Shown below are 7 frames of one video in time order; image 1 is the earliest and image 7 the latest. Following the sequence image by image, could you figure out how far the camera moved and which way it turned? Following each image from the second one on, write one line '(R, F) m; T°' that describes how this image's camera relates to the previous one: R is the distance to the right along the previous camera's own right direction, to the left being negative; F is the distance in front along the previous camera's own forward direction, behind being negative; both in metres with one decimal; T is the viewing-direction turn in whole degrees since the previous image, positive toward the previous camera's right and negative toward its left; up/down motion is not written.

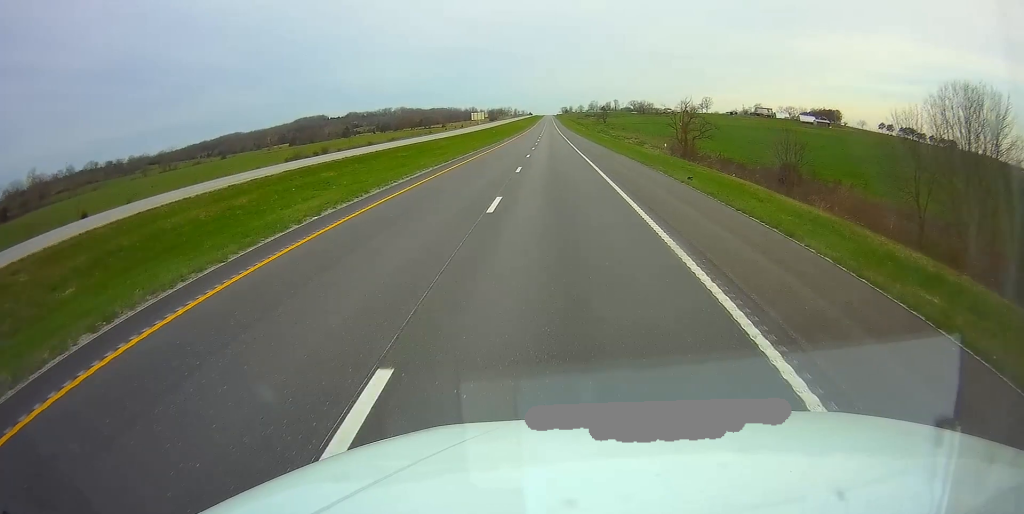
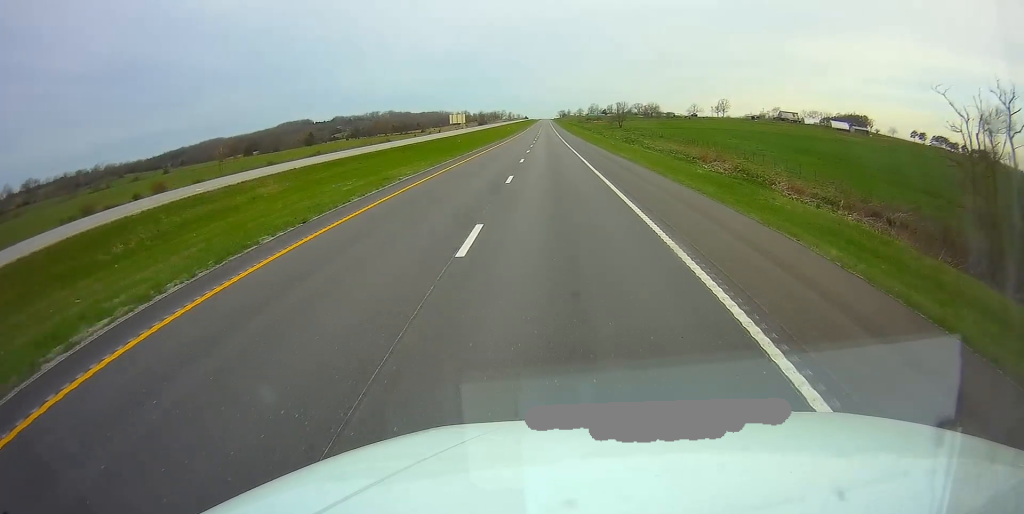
(+0.1, +65.0) m; 0°
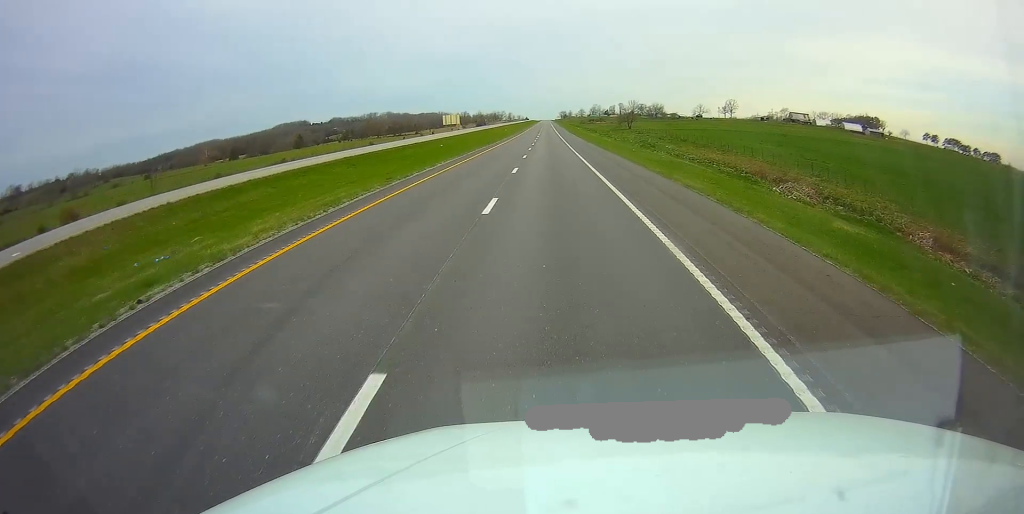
(0.0, +19.5) m; 0°
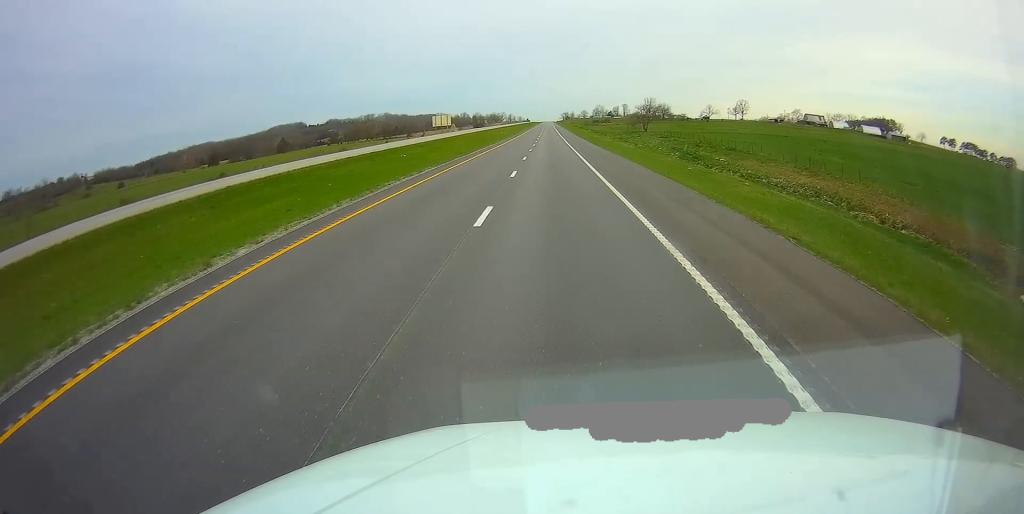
(-0.2, +25.7) m; 0°
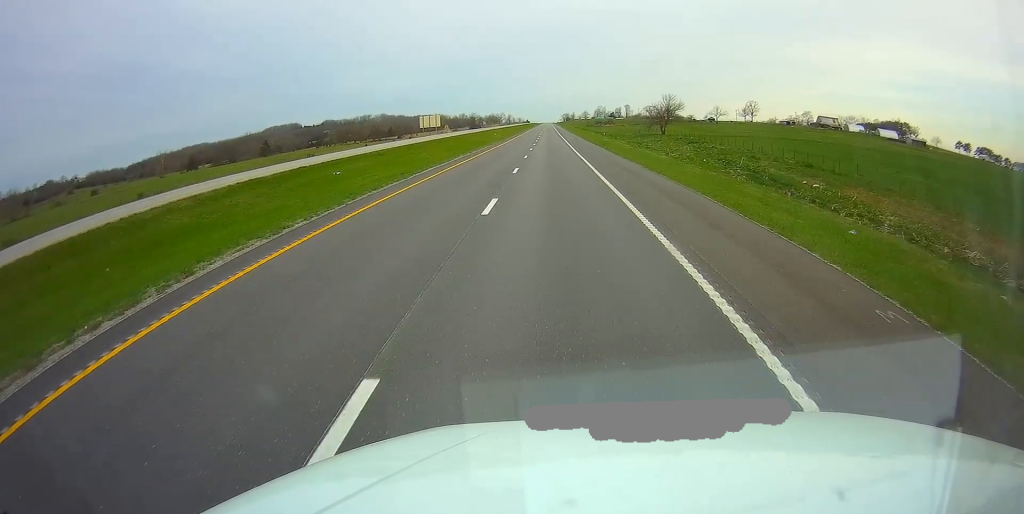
(+0.2, +22.7) m; 0°
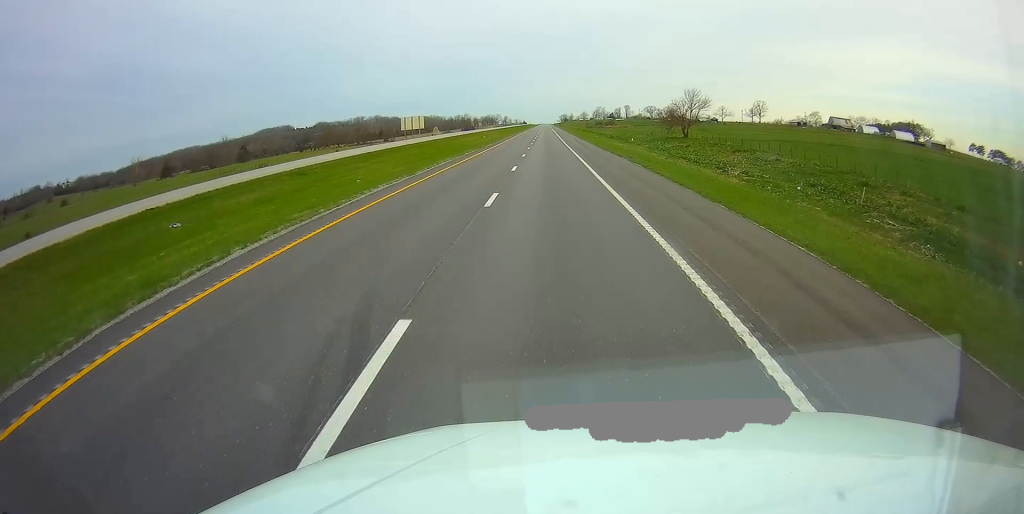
(+0.1, +22.6) m; 0°
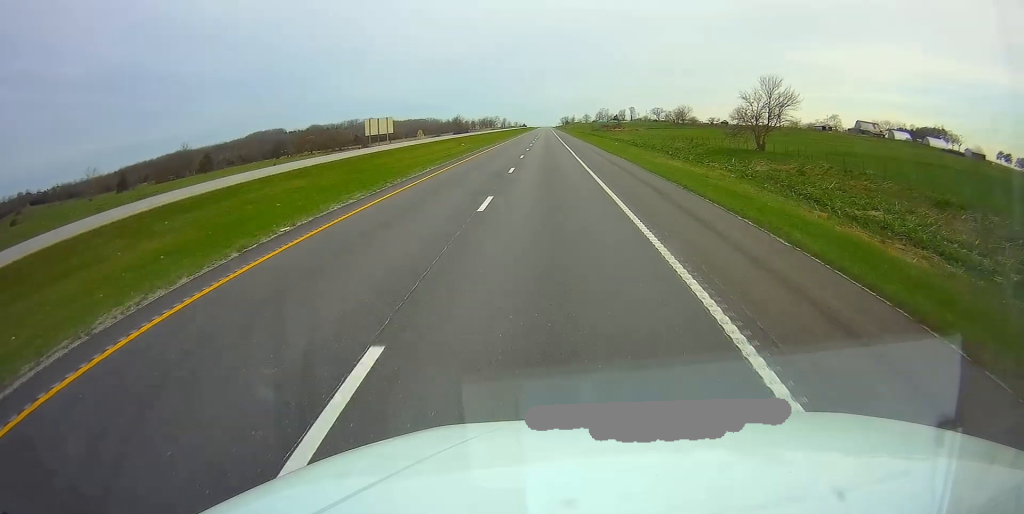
(0.0, +37.1) m; 0°
